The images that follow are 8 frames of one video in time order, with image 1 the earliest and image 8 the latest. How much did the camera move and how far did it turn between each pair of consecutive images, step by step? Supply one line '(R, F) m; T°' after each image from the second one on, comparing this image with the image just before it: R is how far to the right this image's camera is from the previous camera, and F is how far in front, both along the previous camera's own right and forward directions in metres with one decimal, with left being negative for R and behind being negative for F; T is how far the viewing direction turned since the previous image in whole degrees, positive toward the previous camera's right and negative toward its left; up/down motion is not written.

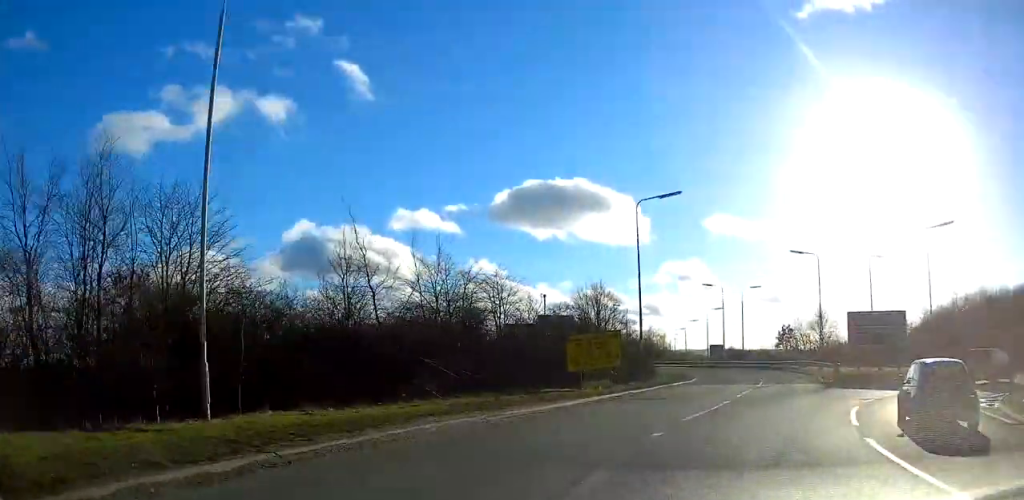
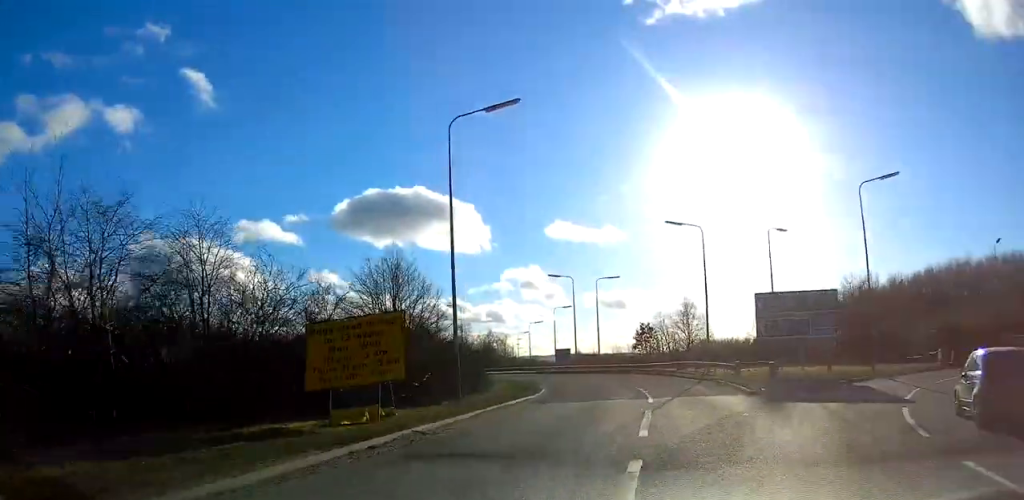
(+1.7, +14.2) m; +12°
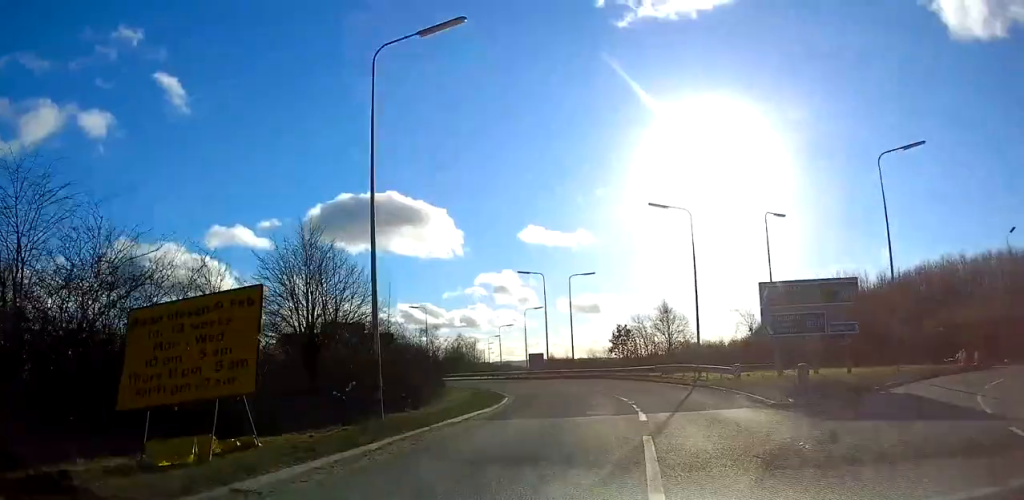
(+0.5, +6.5) m; +3°
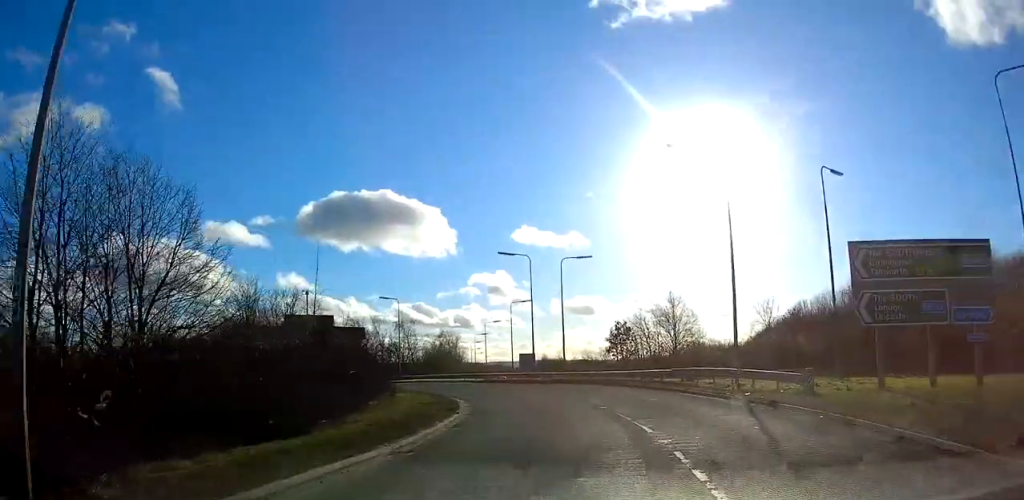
(+0.5, +11.1) m; +2°
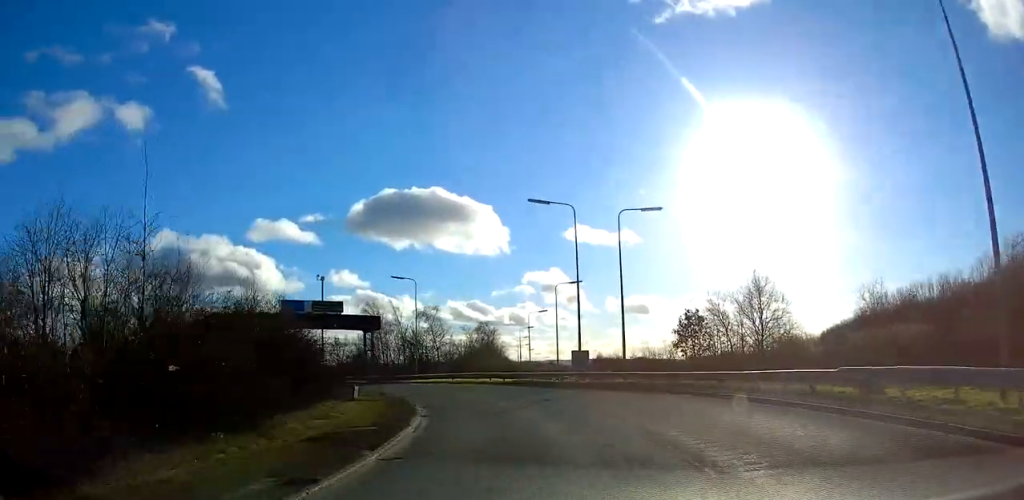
(-0.2, +16.6) m; -5°
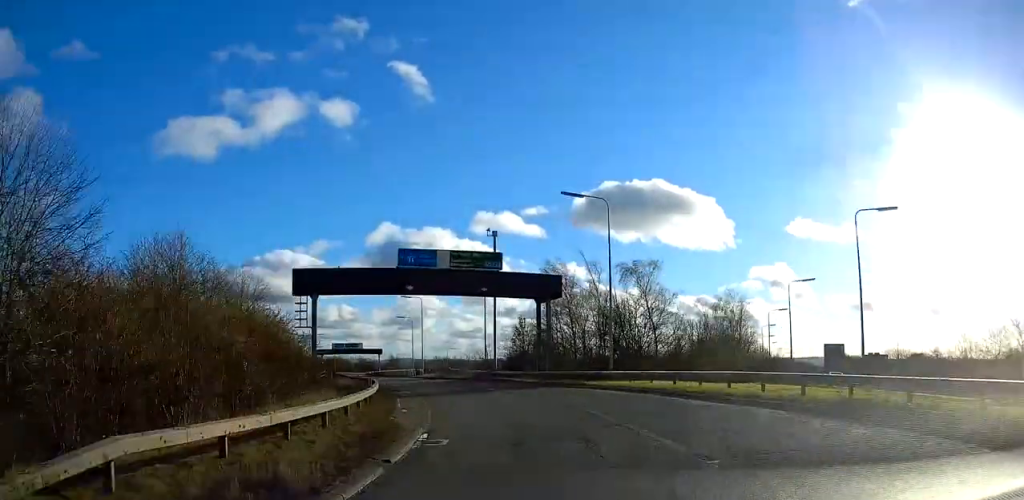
(-4.3, +29.4) m; -19°
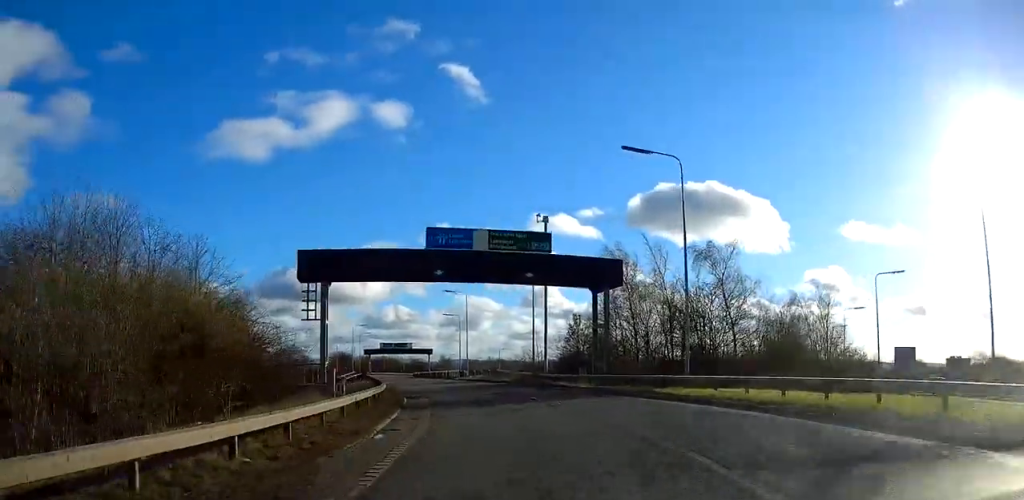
(-0.4, +7.9) m; -6°
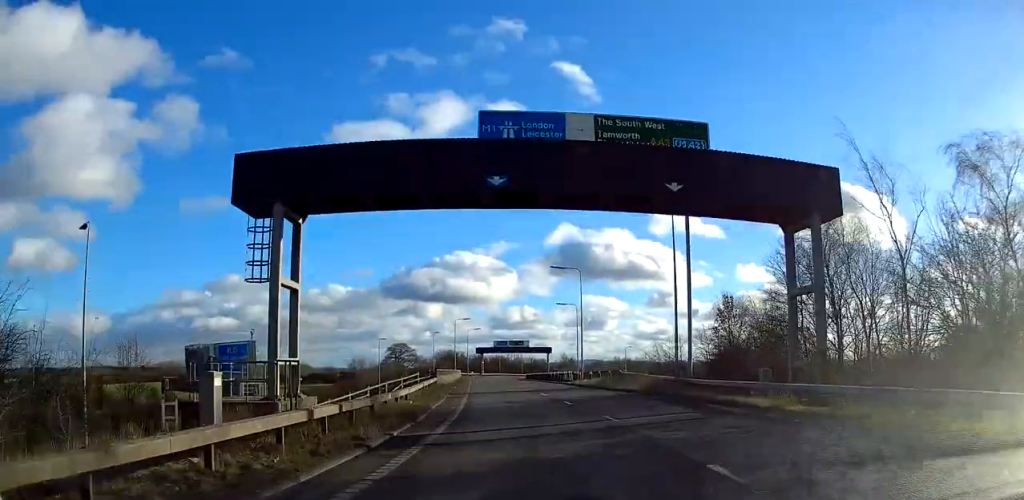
(-1.9, +19.0) m; -11°
